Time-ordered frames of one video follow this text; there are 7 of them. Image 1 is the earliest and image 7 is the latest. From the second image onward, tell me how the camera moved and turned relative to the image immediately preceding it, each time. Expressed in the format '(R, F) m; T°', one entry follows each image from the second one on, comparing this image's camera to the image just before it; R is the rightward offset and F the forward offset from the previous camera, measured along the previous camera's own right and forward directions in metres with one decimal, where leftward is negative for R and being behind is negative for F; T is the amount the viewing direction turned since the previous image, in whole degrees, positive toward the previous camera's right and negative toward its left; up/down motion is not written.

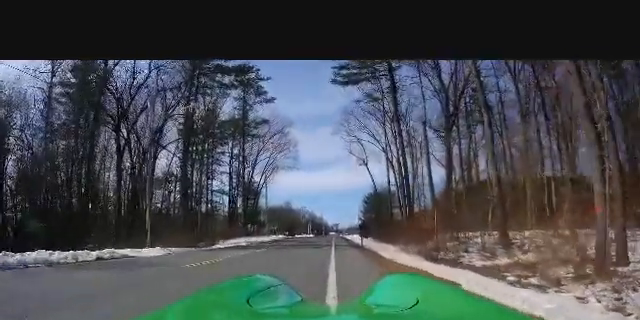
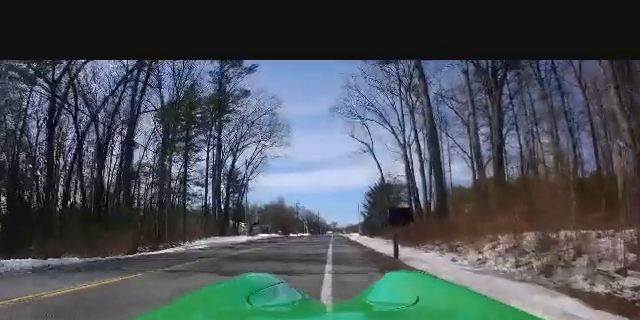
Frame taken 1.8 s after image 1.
(0.0, +11.7) m; +1°
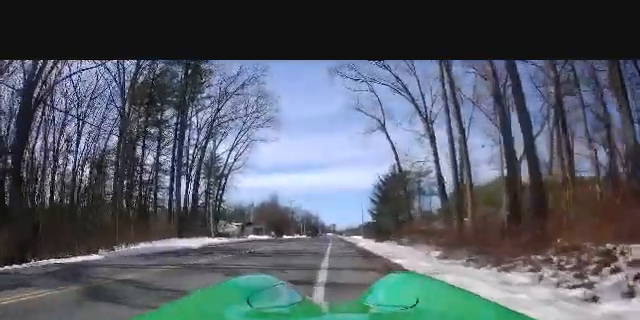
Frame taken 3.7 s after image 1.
(+0.1, +12.5) m; 0°
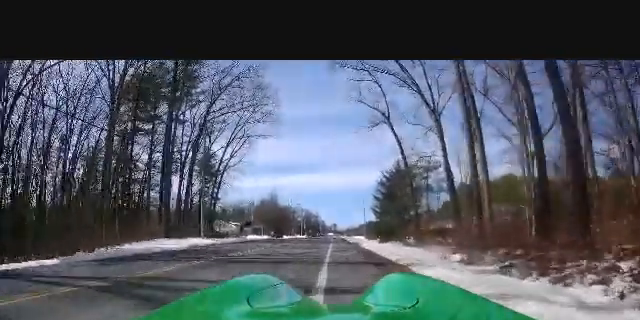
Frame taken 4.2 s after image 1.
(0.0, +2.8) m; -1°
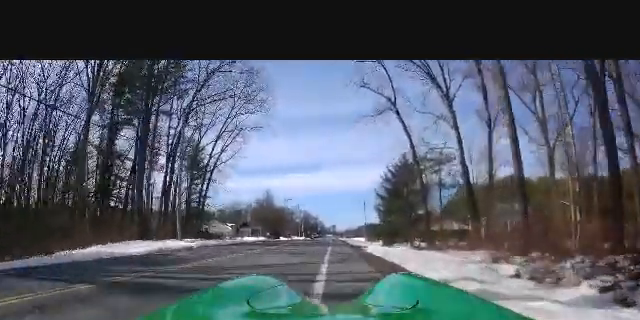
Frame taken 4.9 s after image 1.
(-0.1, +4.5) m; -1°
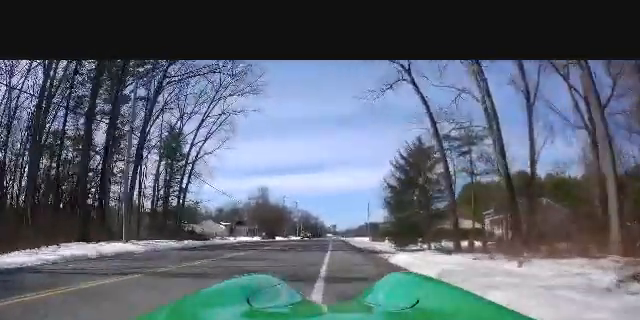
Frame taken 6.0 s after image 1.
(-0.1, +7.1) m; -2°
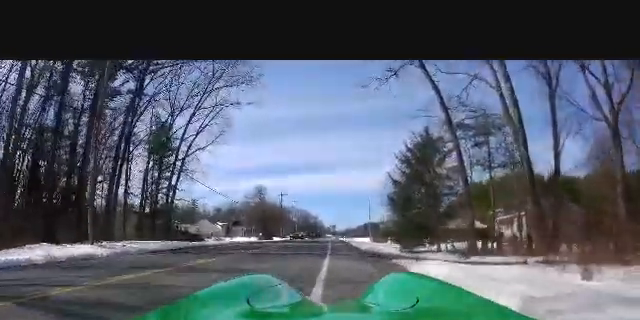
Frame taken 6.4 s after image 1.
(0.0, +3.0) m; -1°
